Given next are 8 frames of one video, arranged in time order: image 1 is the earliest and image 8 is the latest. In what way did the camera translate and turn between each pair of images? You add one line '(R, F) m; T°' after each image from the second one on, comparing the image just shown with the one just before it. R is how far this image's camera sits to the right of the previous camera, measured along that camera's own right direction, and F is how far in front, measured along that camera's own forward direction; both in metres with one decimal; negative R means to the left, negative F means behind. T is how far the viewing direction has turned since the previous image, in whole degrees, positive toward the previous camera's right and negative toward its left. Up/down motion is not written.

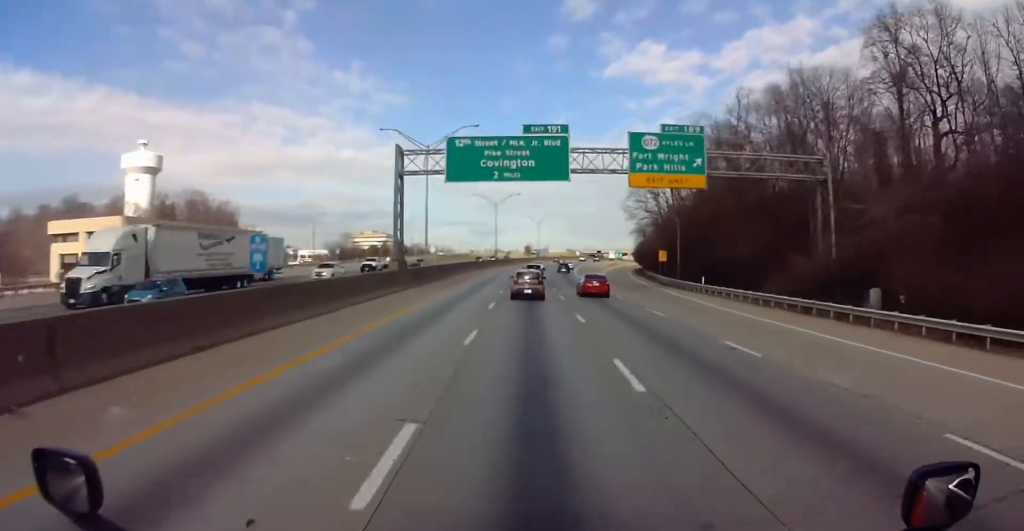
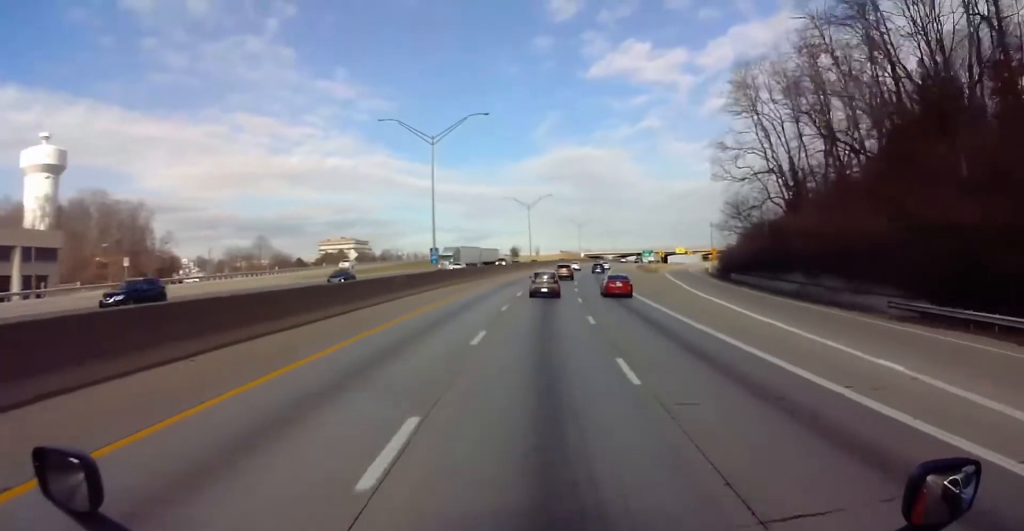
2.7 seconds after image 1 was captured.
(+0.2, +72.1) m; +1°
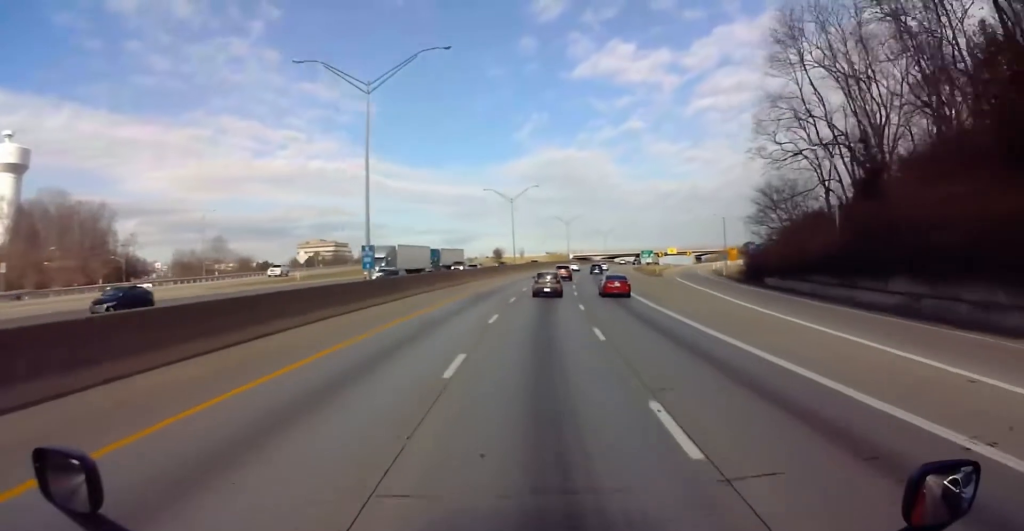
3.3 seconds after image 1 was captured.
(0.0, +17.1) m; +1°
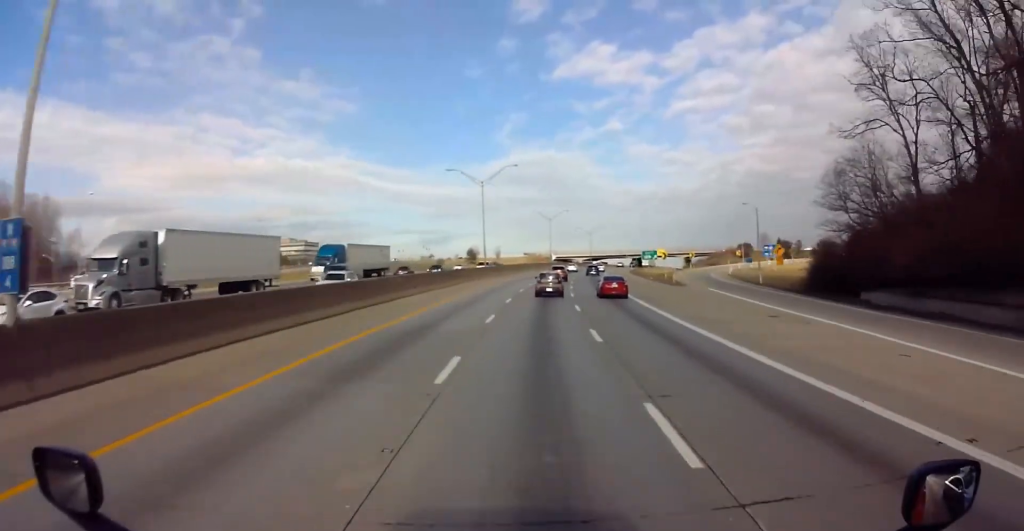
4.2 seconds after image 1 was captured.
(+0.2, +24.3) m; +1°
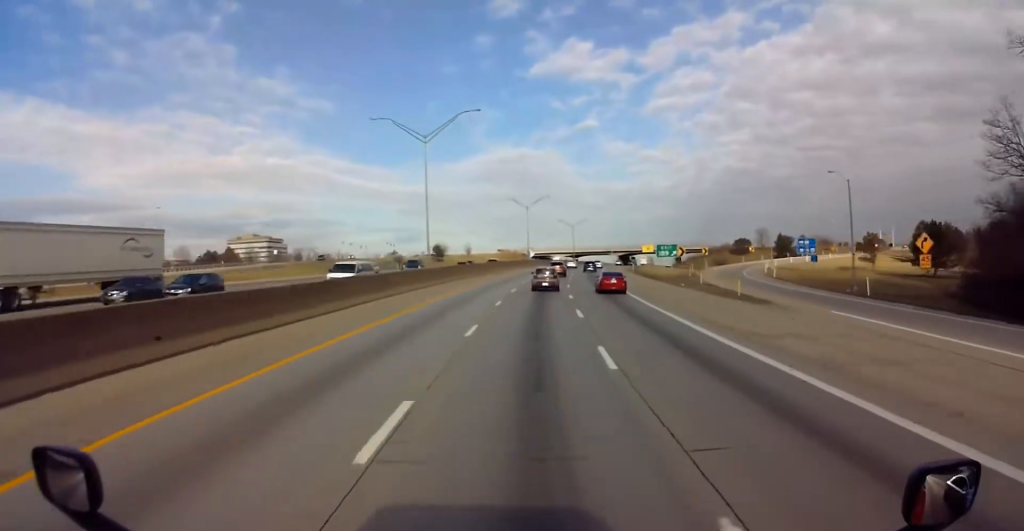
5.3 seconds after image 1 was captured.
(+0.3, +29.7) m; +1°
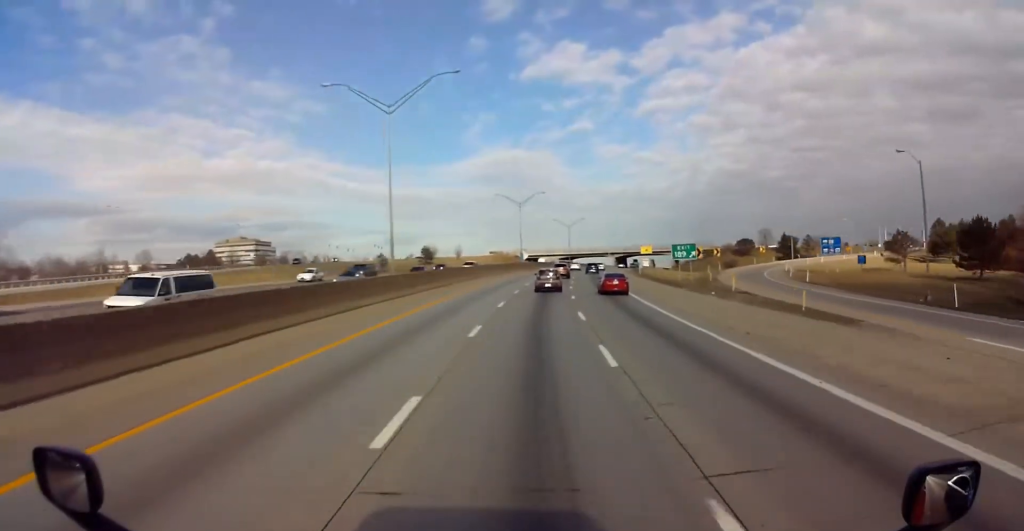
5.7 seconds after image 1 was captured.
(0.0, +11.6) m; +1°
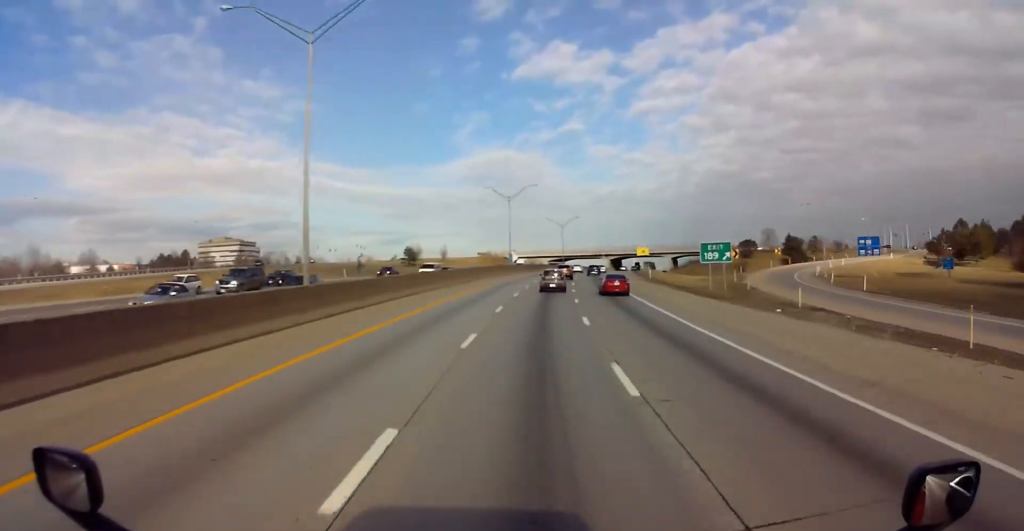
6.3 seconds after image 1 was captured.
(0.0, +14.3) m; +1°
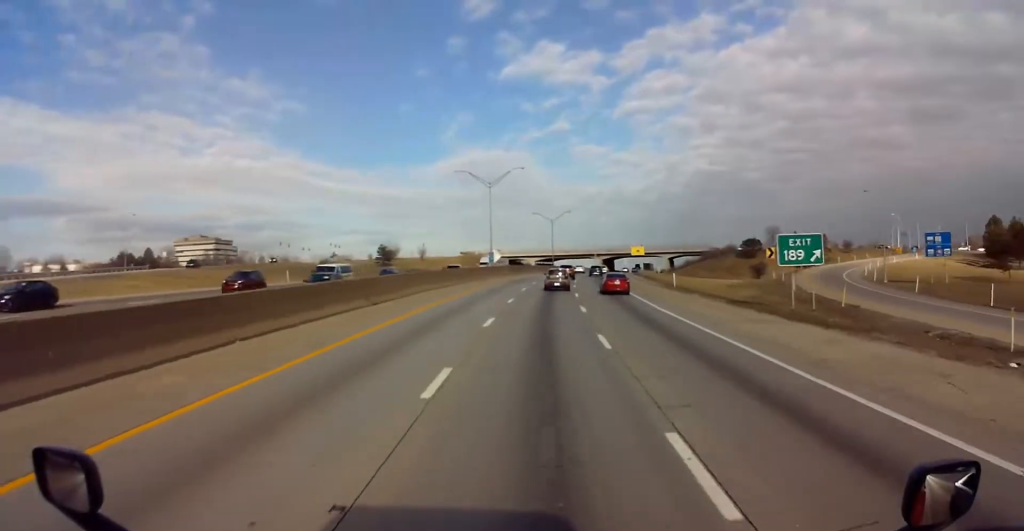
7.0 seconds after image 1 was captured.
(+0.5, +18.7) m; +1°
